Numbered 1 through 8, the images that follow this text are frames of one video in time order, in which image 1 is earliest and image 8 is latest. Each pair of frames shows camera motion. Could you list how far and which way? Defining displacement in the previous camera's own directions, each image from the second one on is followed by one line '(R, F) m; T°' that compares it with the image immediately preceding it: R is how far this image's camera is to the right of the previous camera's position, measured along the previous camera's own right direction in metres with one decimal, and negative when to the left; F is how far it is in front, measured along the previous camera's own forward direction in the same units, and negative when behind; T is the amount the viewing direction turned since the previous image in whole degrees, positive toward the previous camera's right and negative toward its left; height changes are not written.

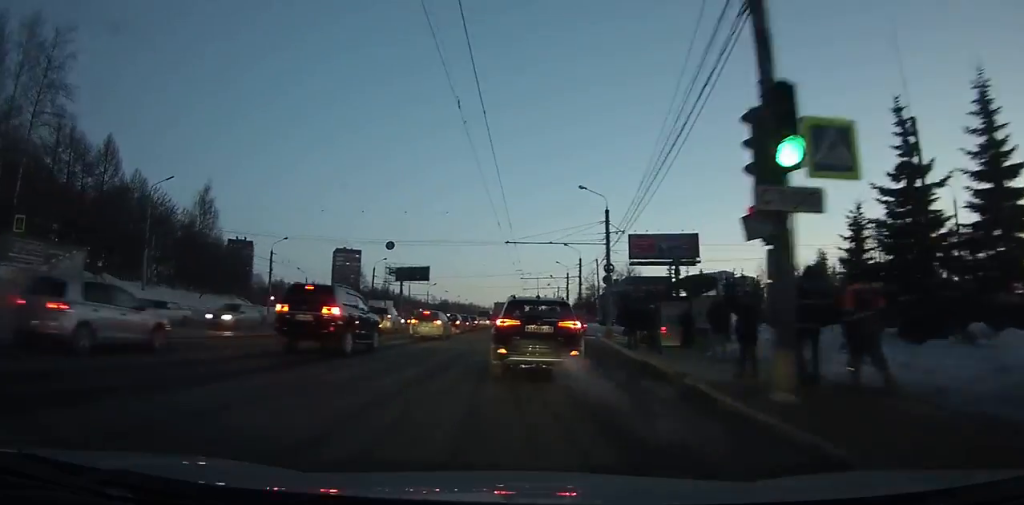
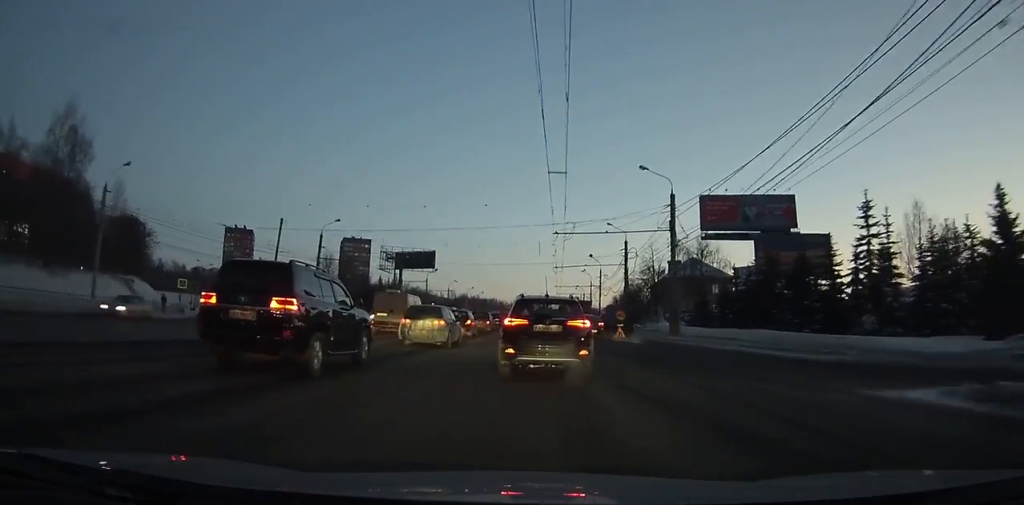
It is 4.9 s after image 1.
(-0.9, +32.7) m; -3°
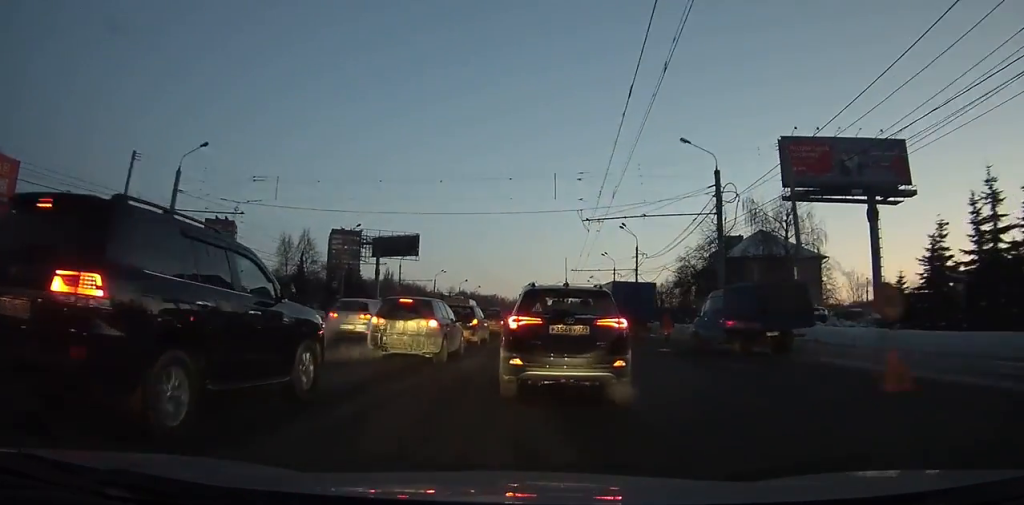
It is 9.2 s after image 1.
(-0.6, +22.7) m; -4°
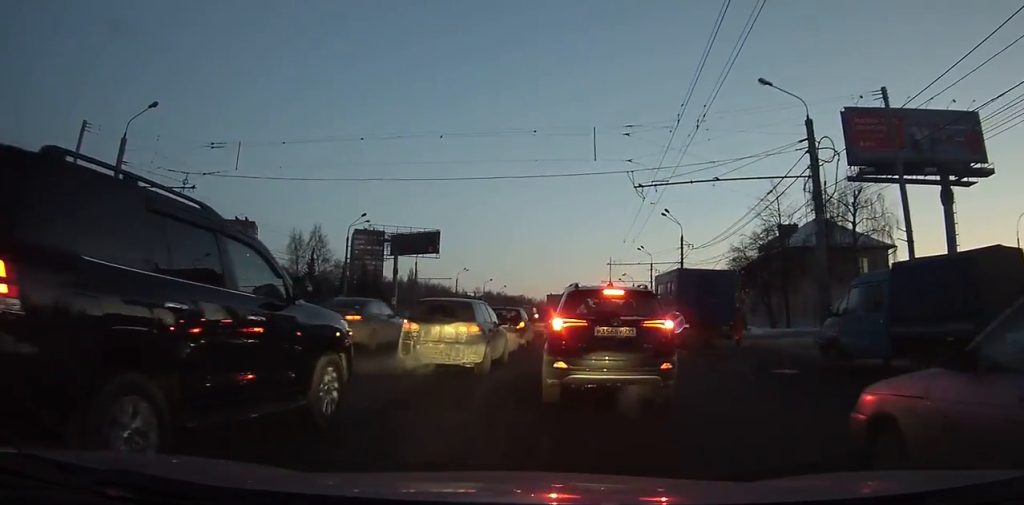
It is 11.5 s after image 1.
(-0.2, +9.4) m; -3°
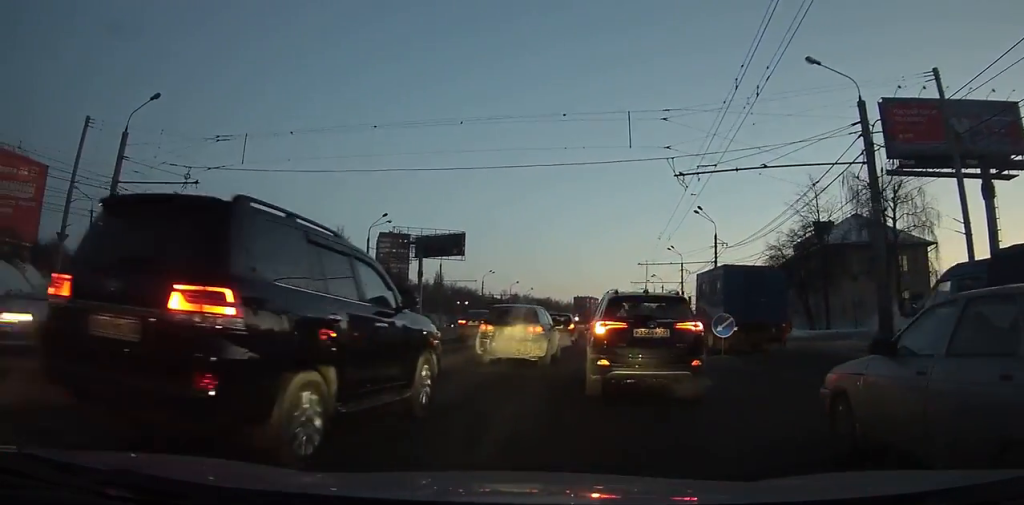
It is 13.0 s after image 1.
(-0.3, +5.3) m; -1°
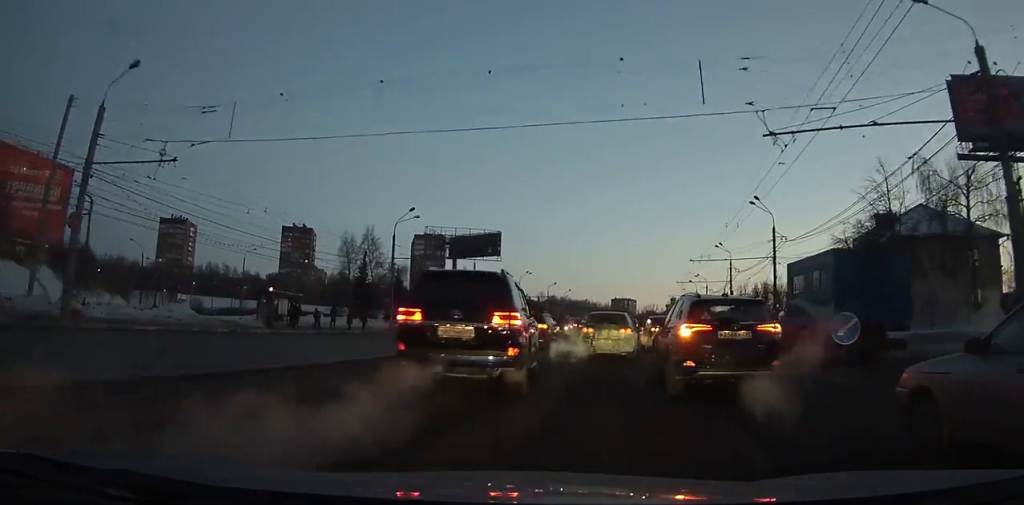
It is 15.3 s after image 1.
(+0.1, +8.6) m; +3°
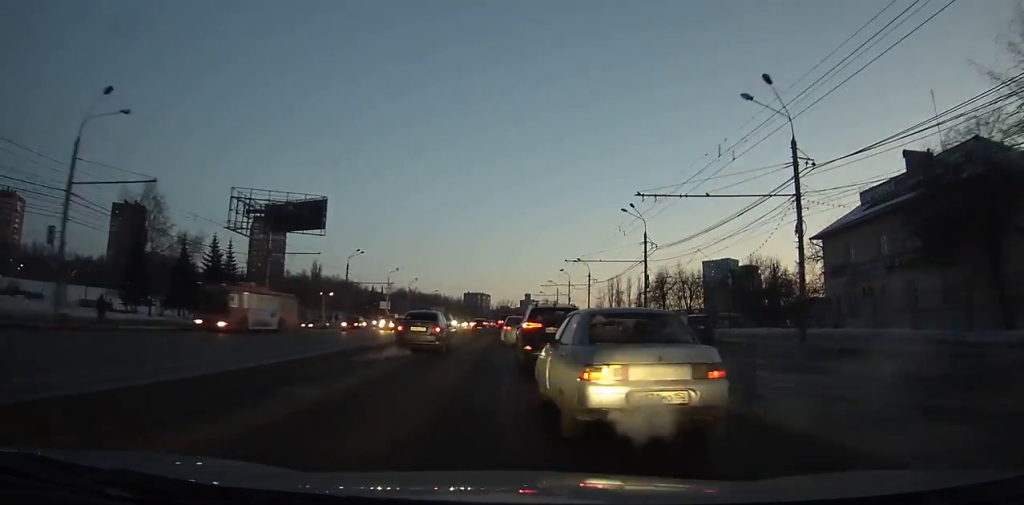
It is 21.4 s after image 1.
(+3.3, +32.5) m; +8°
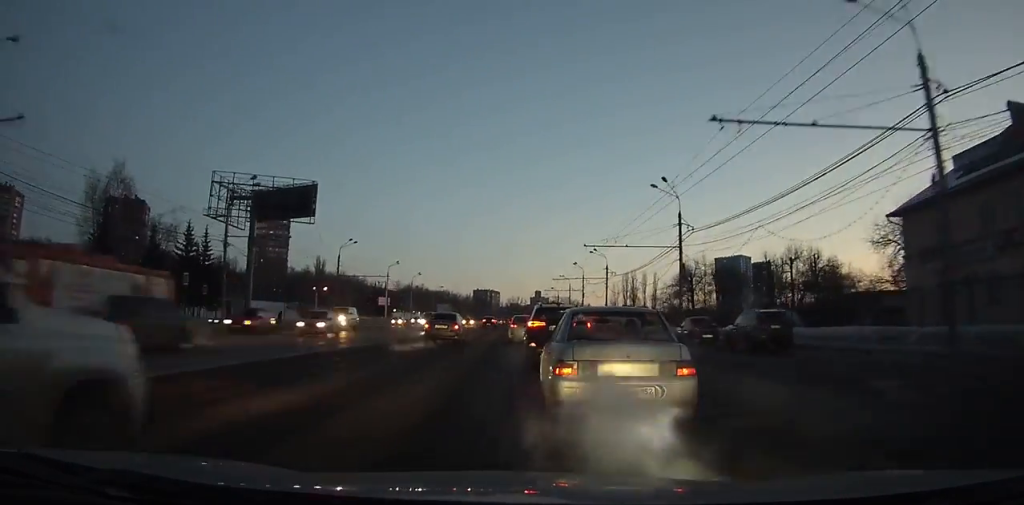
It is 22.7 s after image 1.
(+0.1, +9.3) m; +1°
